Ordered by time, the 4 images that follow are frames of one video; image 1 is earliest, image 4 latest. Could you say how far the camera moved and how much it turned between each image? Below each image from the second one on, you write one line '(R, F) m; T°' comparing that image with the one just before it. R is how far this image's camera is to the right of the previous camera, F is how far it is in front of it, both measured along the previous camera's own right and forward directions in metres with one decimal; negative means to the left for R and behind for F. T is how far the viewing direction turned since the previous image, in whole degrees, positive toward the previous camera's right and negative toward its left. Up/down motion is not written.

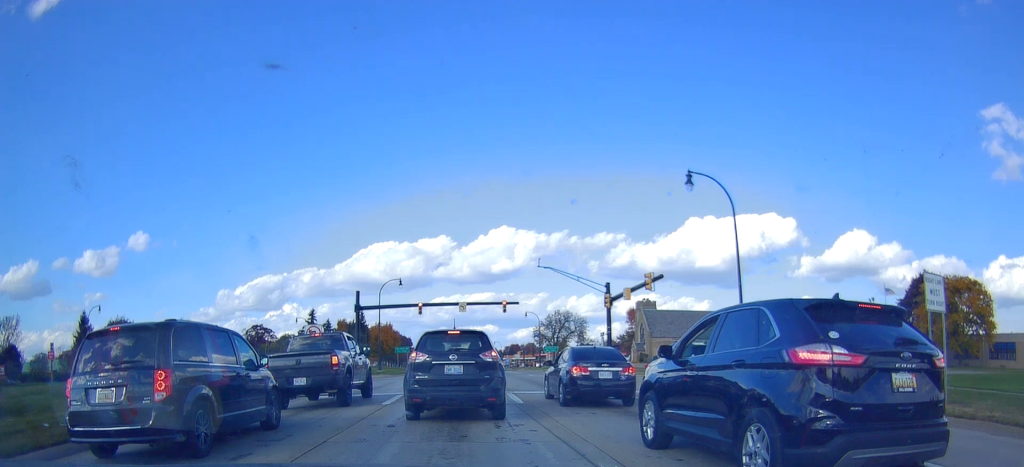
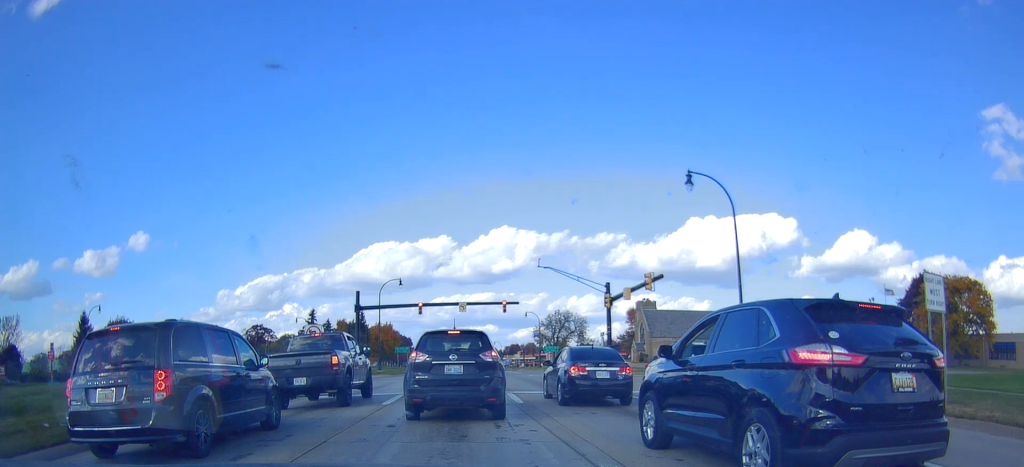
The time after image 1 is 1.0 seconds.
(0.0, 0.0) m; 0°
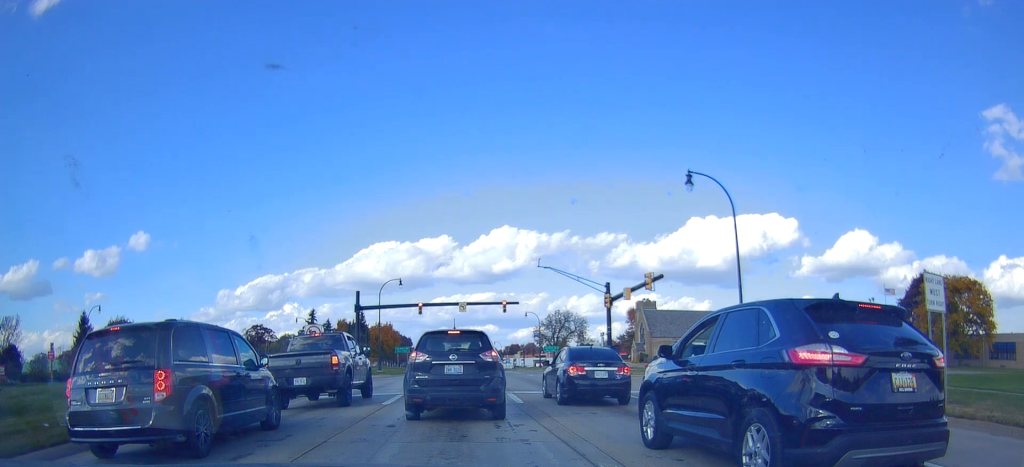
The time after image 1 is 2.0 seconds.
(0.0, 0.0) m; 0°
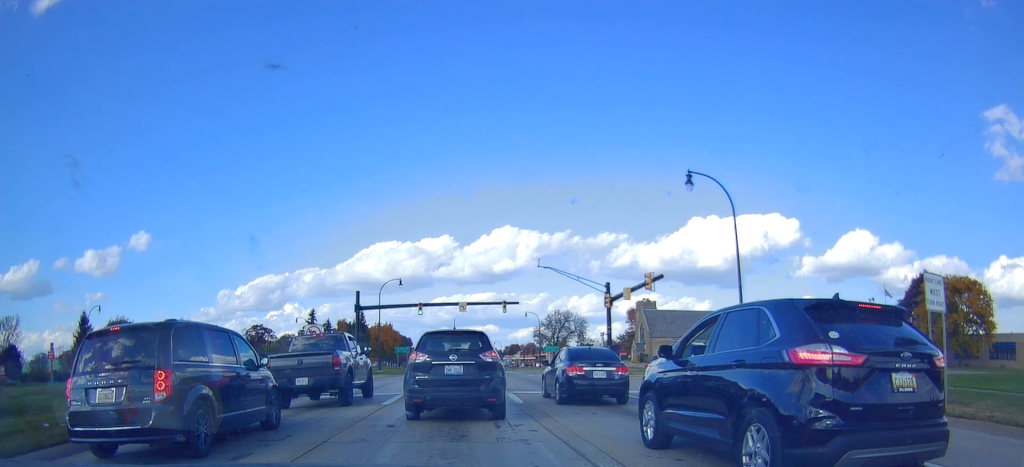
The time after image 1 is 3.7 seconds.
(0.0, 0.0) m; 0°
